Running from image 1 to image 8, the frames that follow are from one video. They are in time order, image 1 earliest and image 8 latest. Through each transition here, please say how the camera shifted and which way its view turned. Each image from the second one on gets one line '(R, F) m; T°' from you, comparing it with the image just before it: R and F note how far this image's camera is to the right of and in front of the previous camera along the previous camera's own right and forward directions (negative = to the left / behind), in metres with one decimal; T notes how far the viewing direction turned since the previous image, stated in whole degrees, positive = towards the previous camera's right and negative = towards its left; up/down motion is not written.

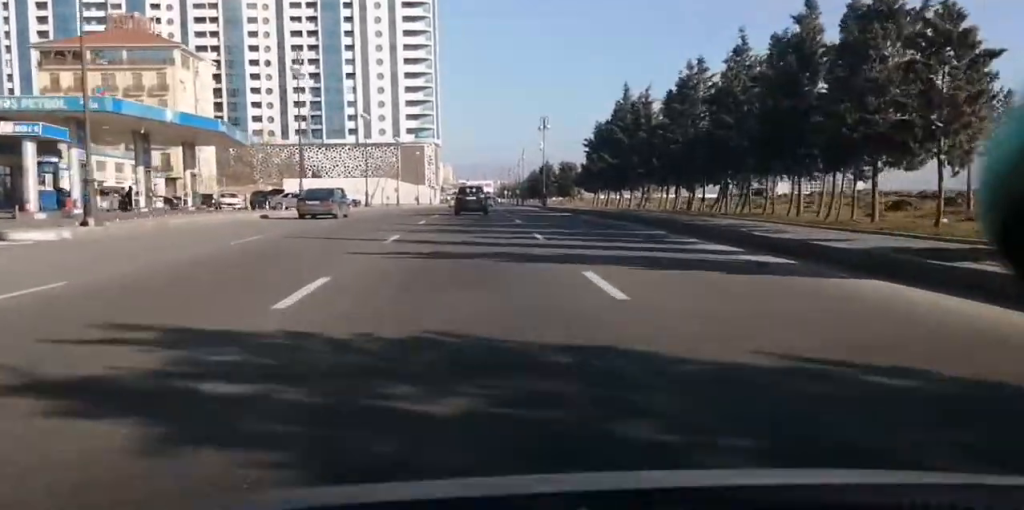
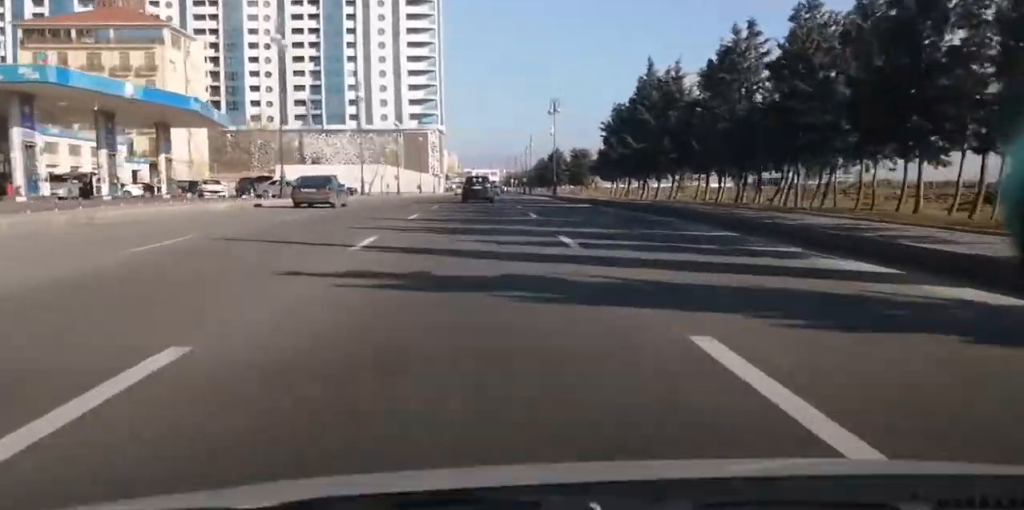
(-0.2, +6.8) m; 0°
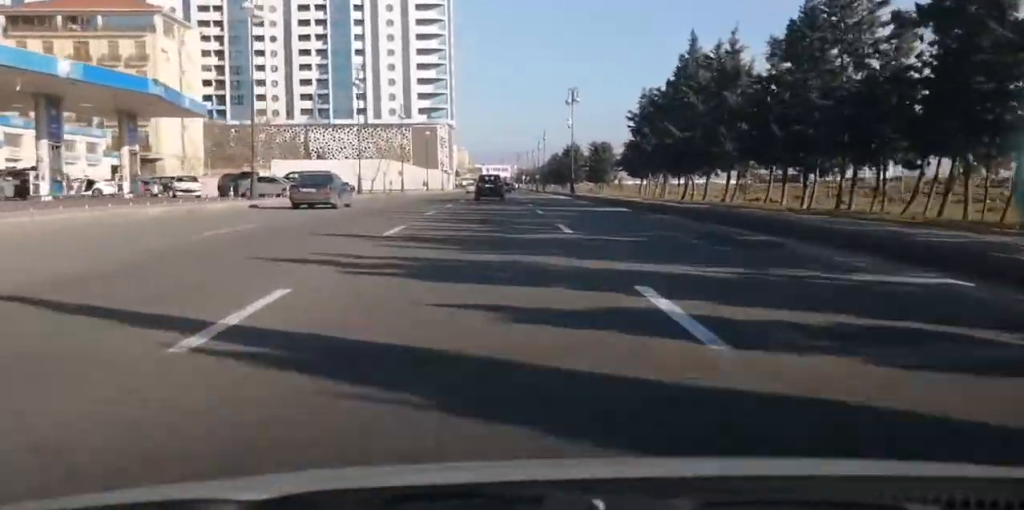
(+0.2, +8.9) m; +1°
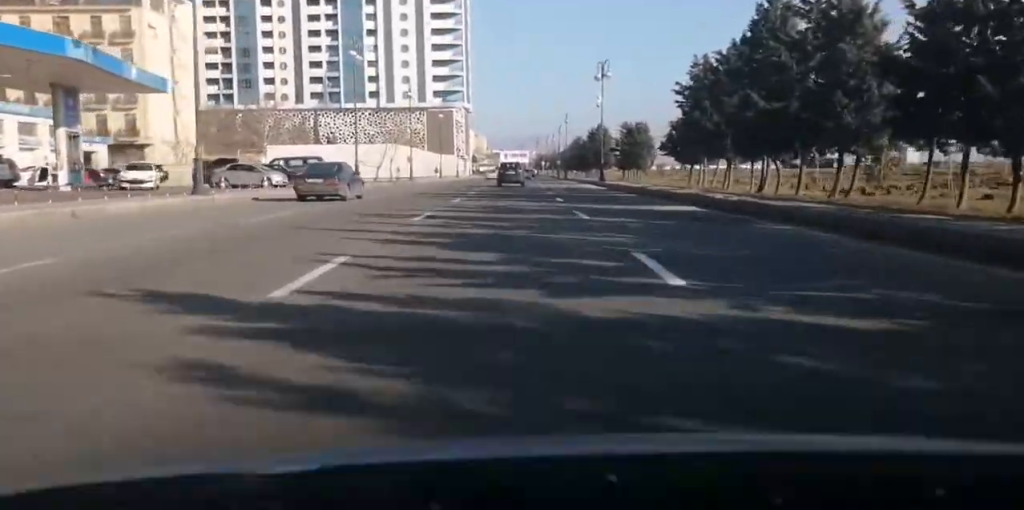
(+0.1, +10.5) m; +1°
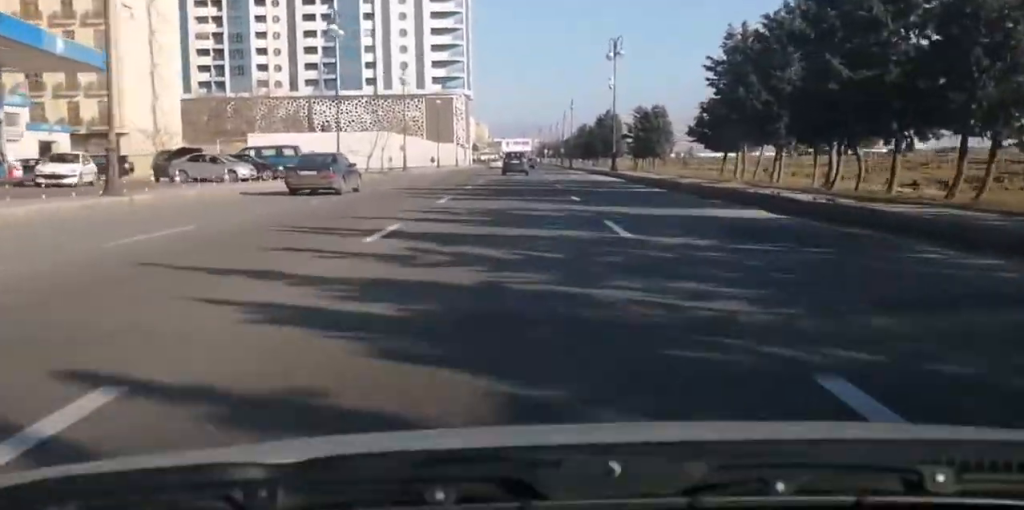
(0.0, +7.1) m; 0°
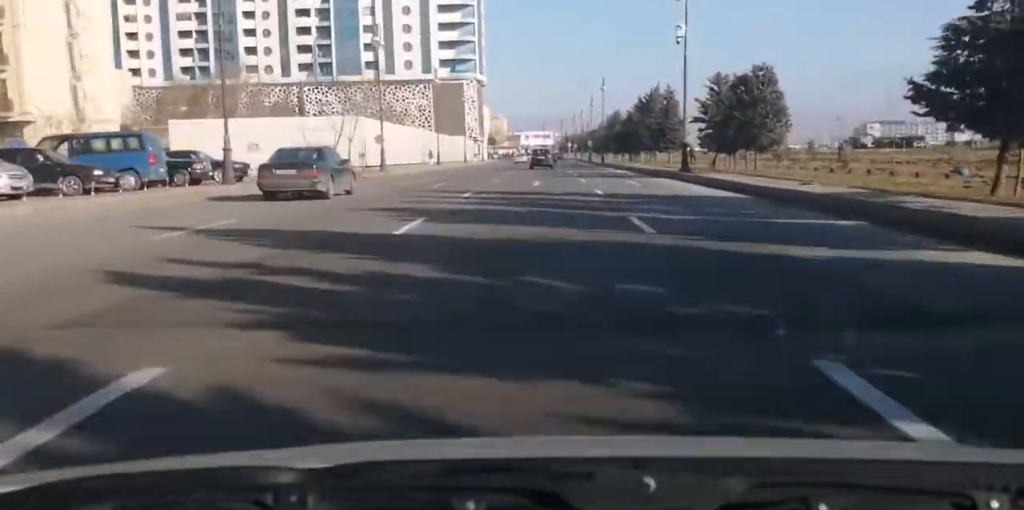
(0.0, +23.6) m; 0°
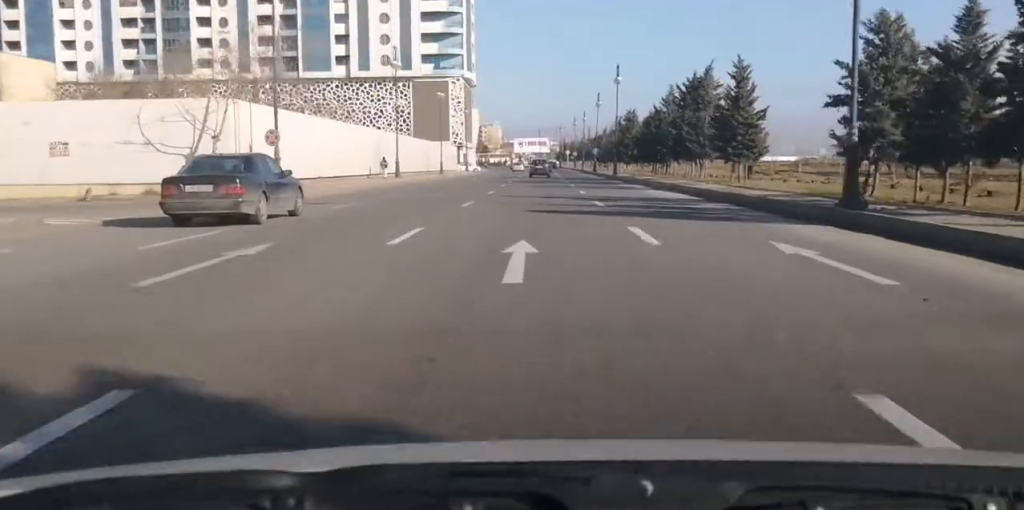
(0.0, +24.2) m; 0°
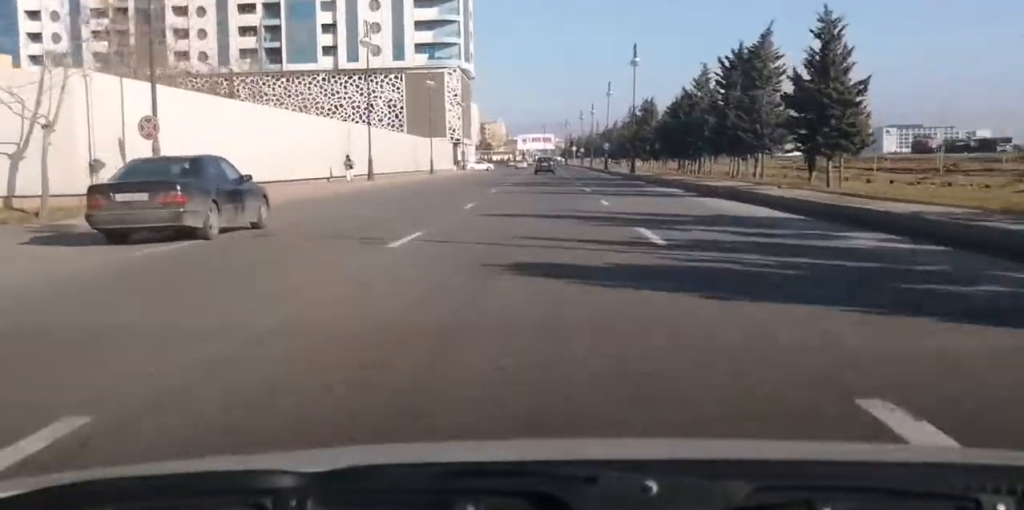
(0.0, +12.2) m; 0°
